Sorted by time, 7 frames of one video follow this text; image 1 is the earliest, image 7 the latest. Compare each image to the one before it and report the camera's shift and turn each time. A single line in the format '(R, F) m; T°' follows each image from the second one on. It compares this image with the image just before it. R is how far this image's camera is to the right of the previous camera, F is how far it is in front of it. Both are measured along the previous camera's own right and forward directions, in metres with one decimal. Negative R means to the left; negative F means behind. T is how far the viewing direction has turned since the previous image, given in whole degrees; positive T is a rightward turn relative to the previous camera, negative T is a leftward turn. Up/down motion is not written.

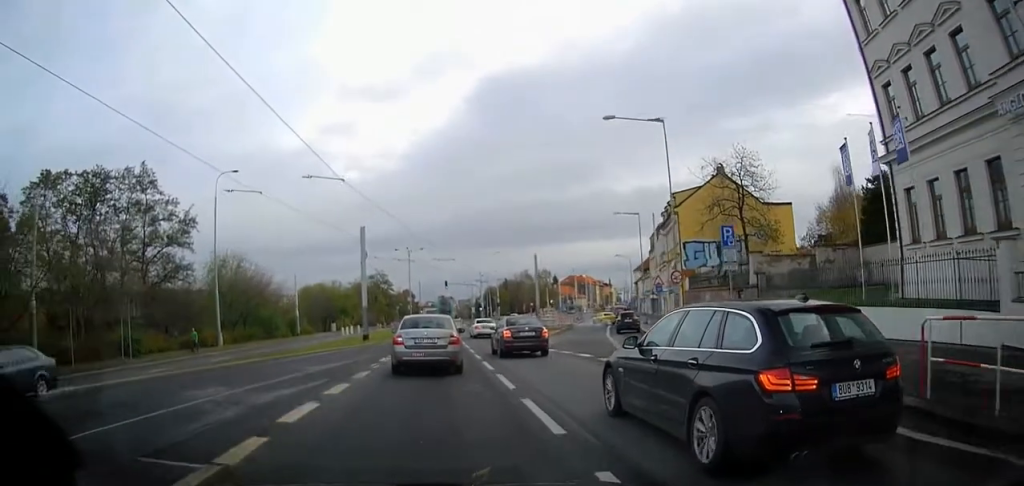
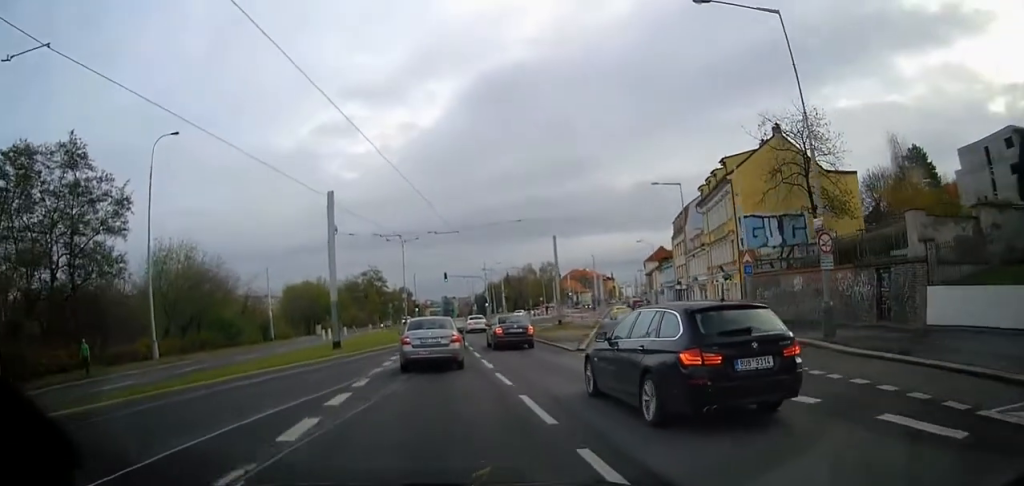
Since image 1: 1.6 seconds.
(-0.2, +12.9) m; -1°
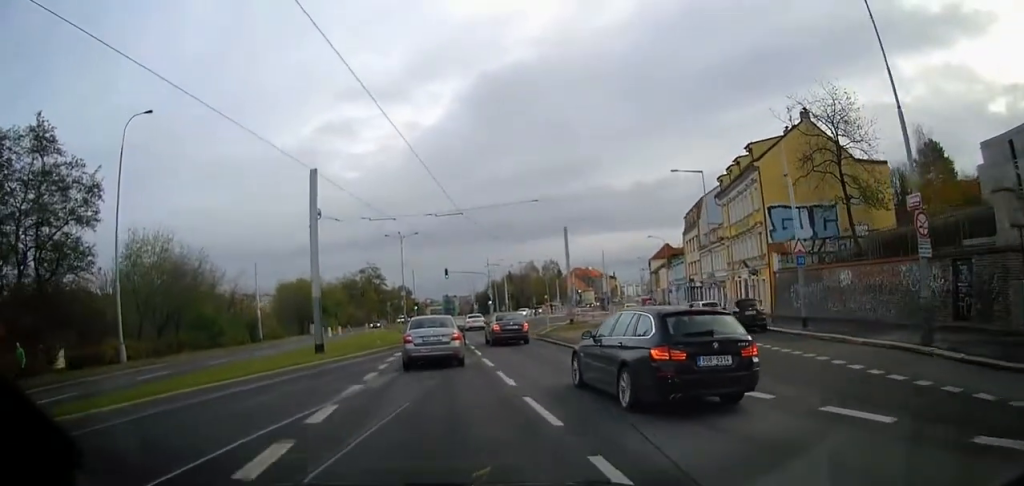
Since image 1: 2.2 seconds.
(+0.1, +4.8) m; 0°
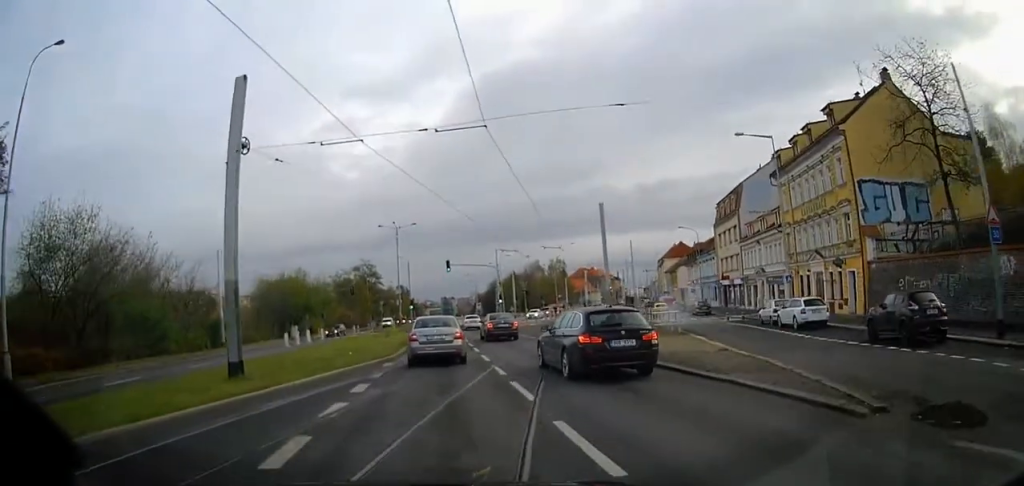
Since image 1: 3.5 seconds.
(-0.1, +11.4) m; -1°
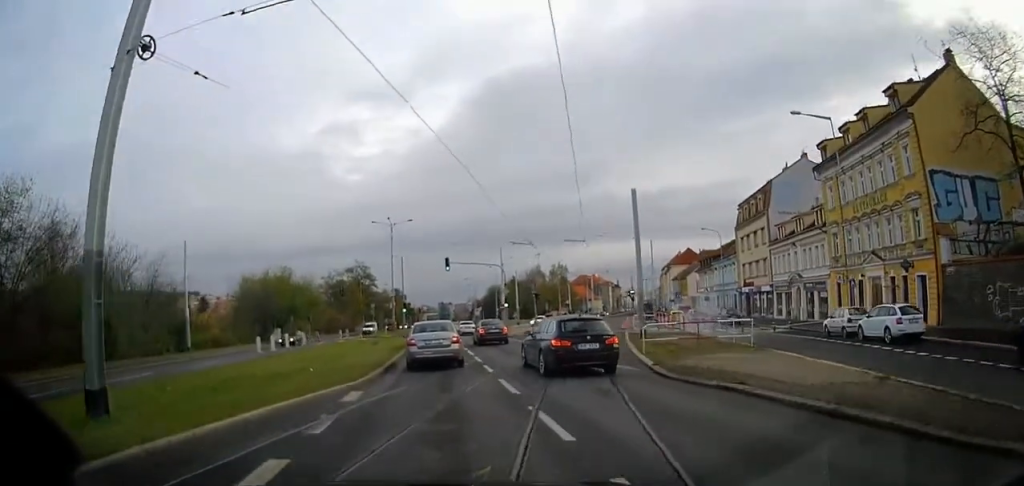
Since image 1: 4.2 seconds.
(0.0, +7.1) m; +1°
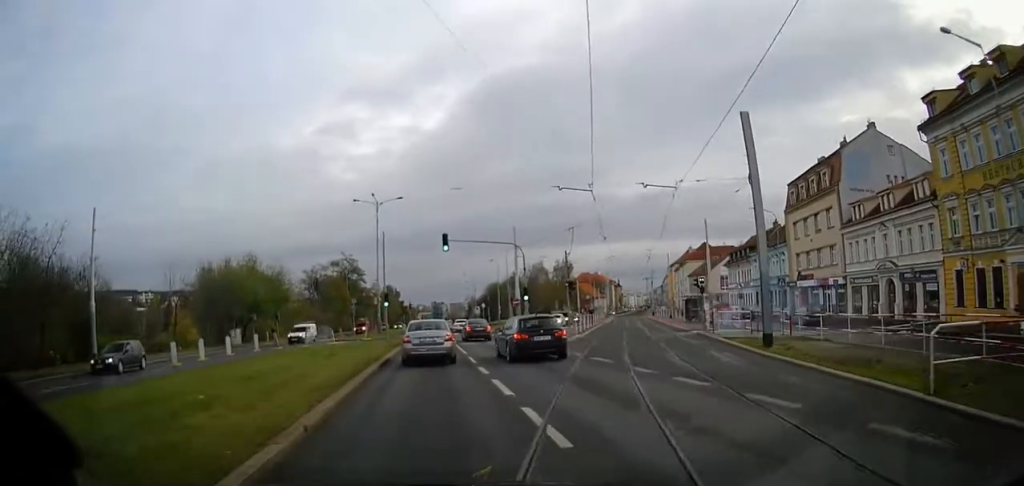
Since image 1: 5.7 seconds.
(+0.3, +13.7) m; +1°
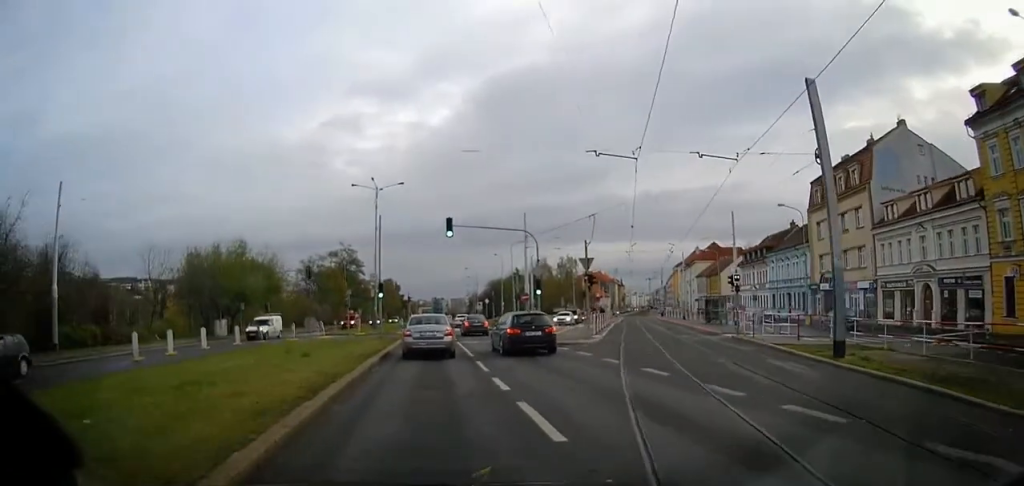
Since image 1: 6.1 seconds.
(-0.1, +4.3) m; 0°
